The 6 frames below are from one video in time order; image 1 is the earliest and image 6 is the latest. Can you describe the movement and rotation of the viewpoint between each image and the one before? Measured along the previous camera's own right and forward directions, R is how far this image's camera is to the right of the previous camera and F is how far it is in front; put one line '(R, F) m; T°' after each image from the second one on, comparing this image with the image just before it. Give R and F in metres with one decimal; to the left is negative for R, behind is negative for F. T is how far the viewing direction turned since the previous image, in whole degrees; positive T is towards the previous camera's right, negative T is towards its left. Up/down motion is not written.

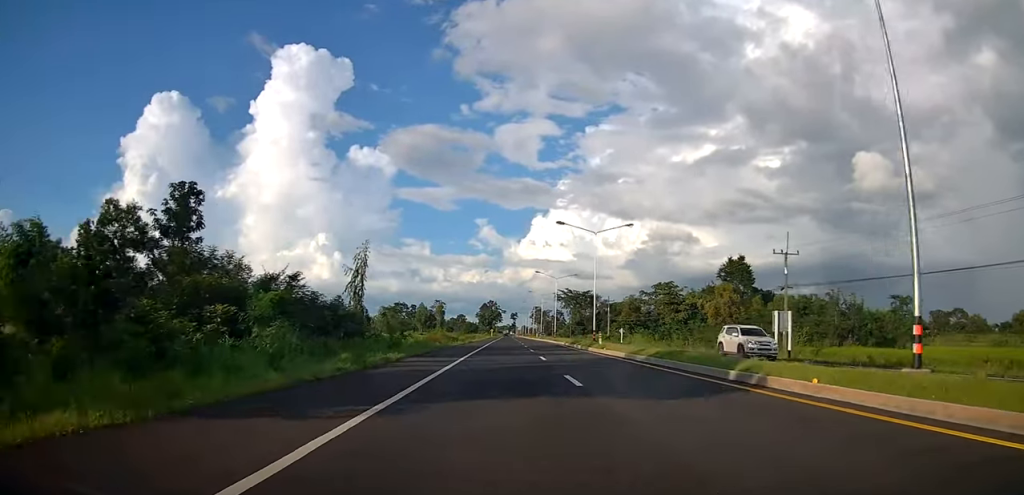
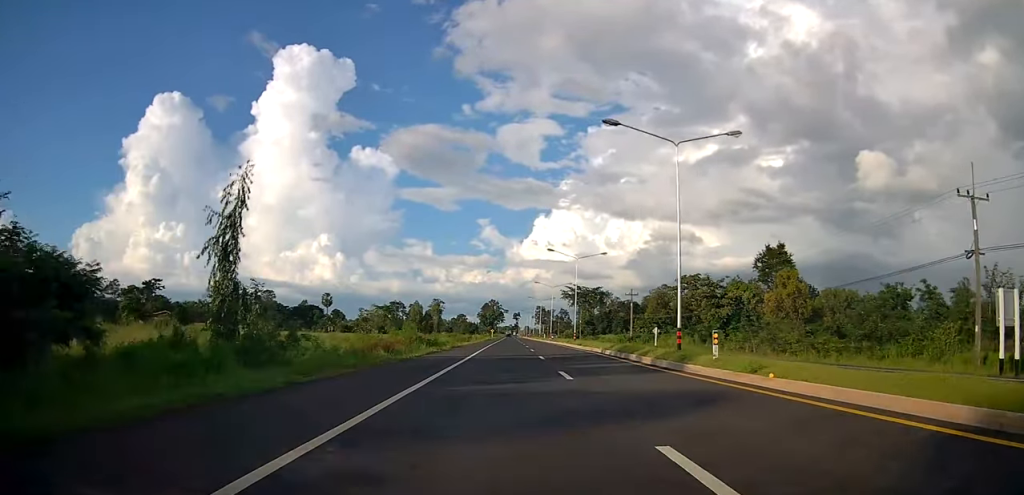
(0.0, +22.1) m; 0°
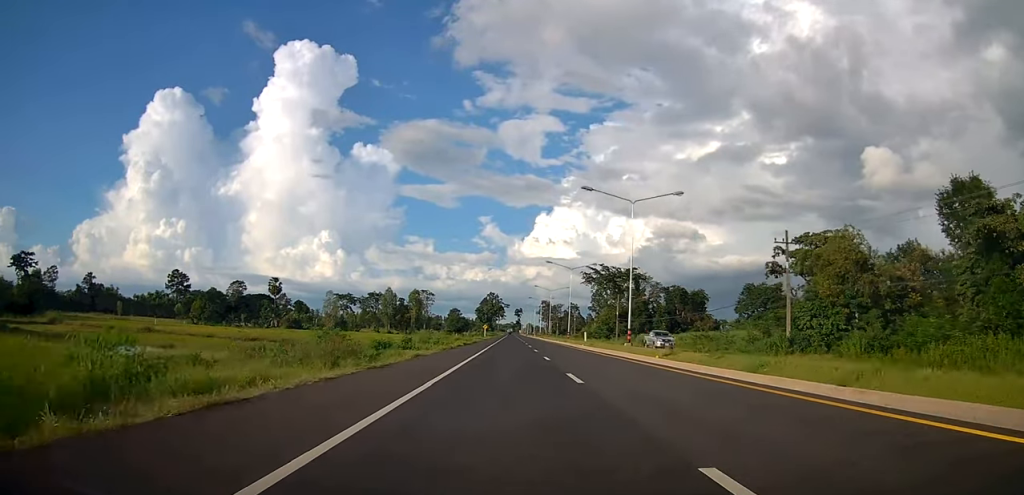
(+0.6, +62.0) m; +2°
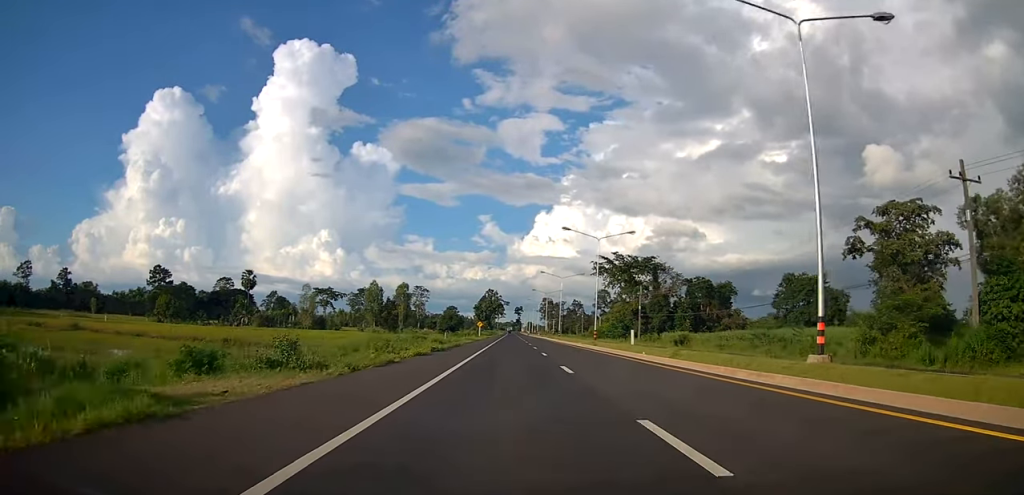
(+0.3, +21.5) m; -1°
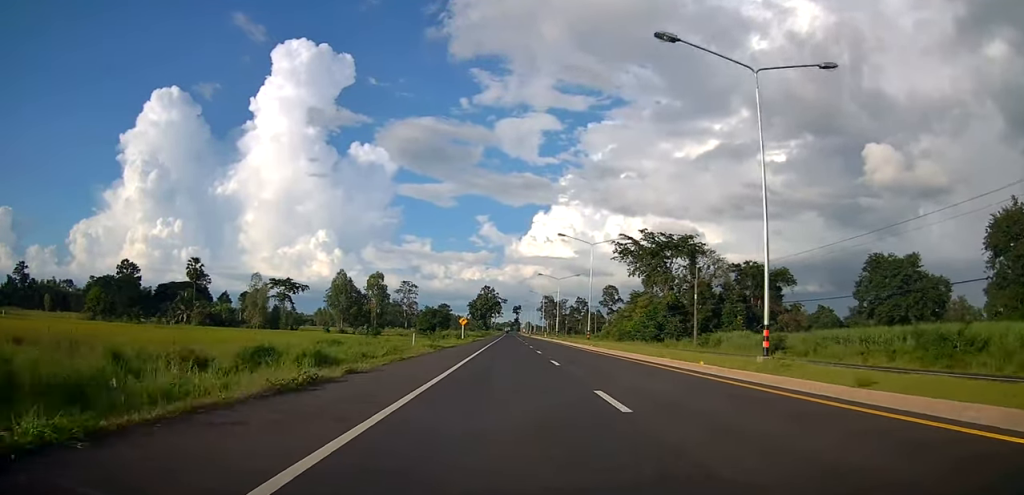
(-0.9, +32.4) m; -2°
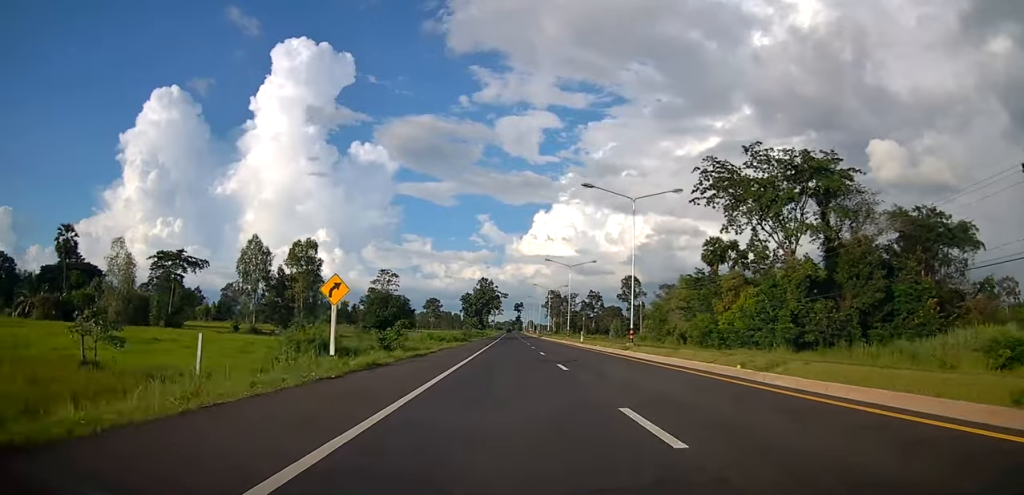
(+0.9, +51.2) m; +2°
